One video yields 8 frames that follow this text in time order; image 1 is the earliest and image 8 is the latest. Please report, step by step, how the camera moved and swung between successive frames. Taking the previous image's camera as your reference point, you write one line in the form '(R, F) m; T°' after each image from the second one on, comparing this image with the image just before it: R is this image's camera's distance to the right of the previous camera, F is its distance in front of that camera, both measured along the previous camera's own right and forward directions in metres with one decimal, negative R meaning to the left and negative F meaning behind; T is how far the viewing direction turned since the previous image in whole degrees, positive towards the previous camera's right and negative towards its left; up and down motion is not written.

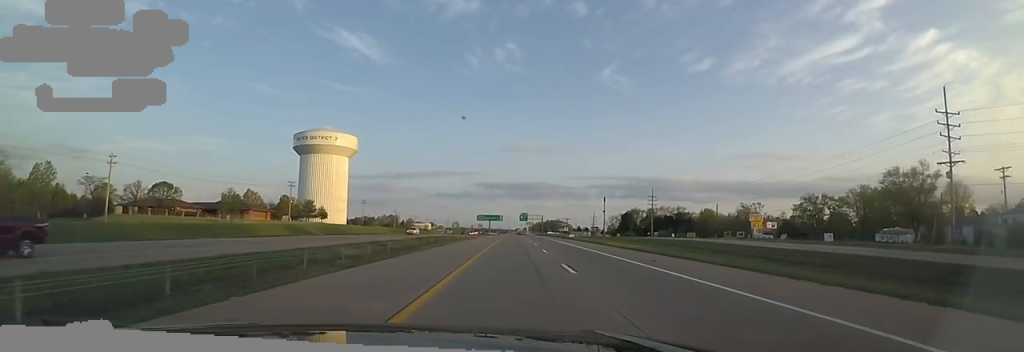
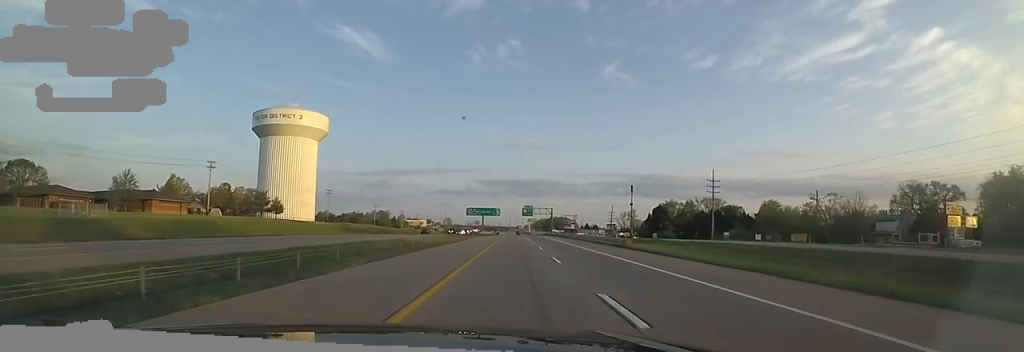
(+0.8, +44.1) m; 0°
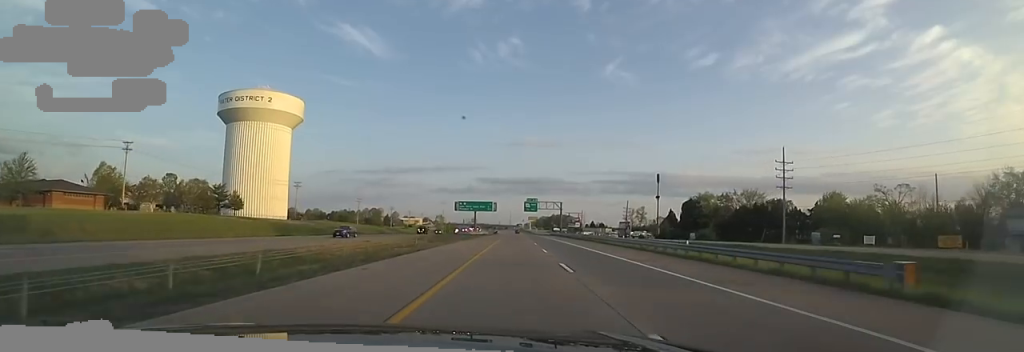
(-0.5, +28.6) m; 0°
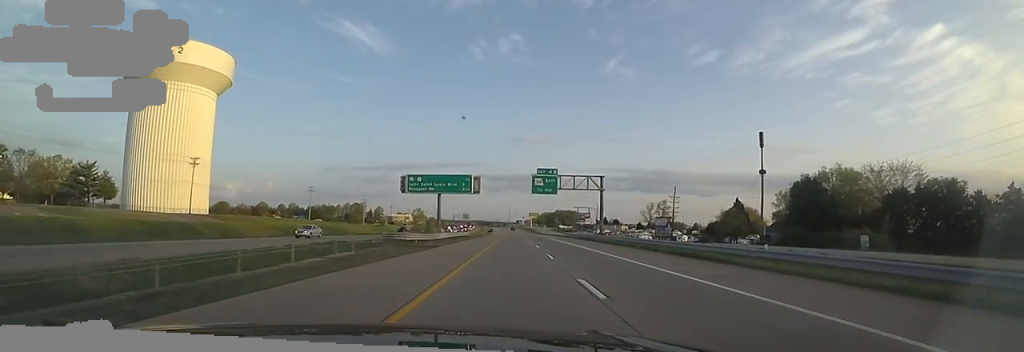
(-0.1, +56.4) m; 0°
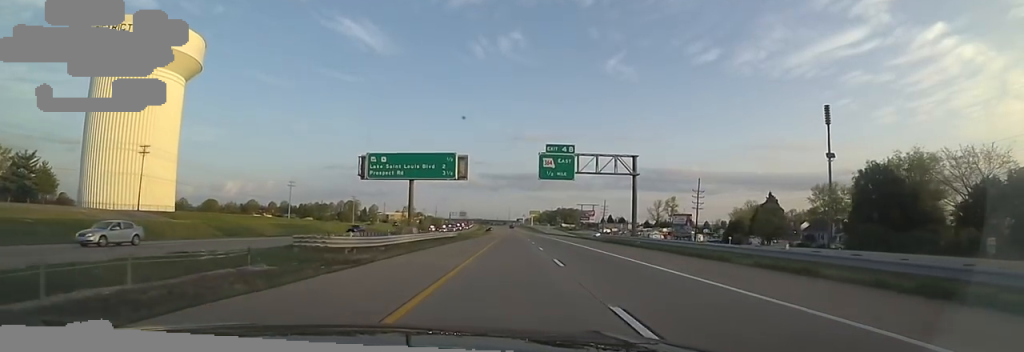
(+0.3, +17.1) m; 0°
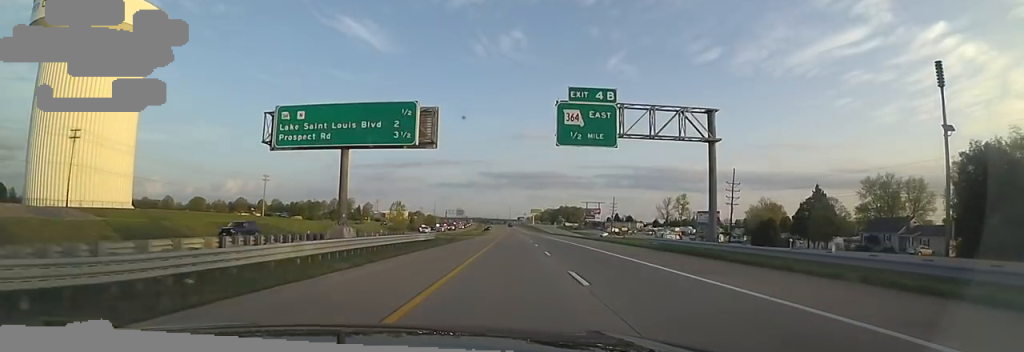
(+0.5, +18.1) m; 0°
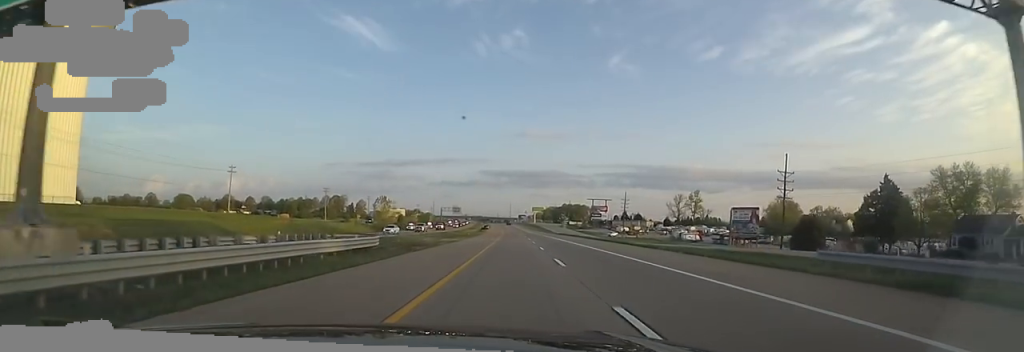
(-0.5, +19.1) m; 0°
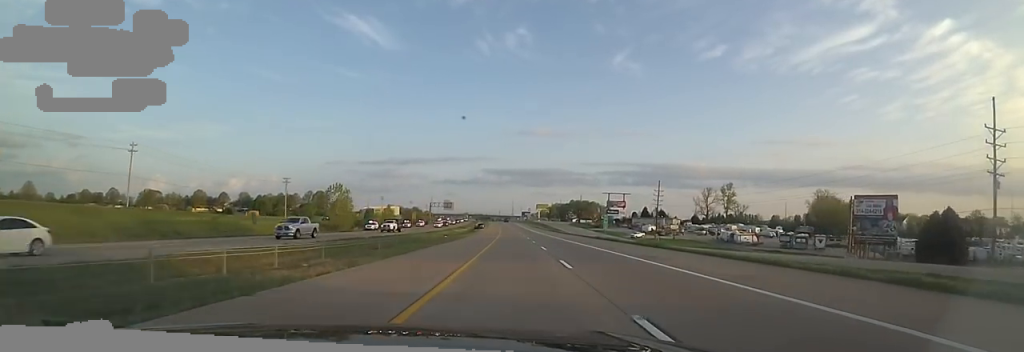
(+0.2, +38.7) m; 0°
